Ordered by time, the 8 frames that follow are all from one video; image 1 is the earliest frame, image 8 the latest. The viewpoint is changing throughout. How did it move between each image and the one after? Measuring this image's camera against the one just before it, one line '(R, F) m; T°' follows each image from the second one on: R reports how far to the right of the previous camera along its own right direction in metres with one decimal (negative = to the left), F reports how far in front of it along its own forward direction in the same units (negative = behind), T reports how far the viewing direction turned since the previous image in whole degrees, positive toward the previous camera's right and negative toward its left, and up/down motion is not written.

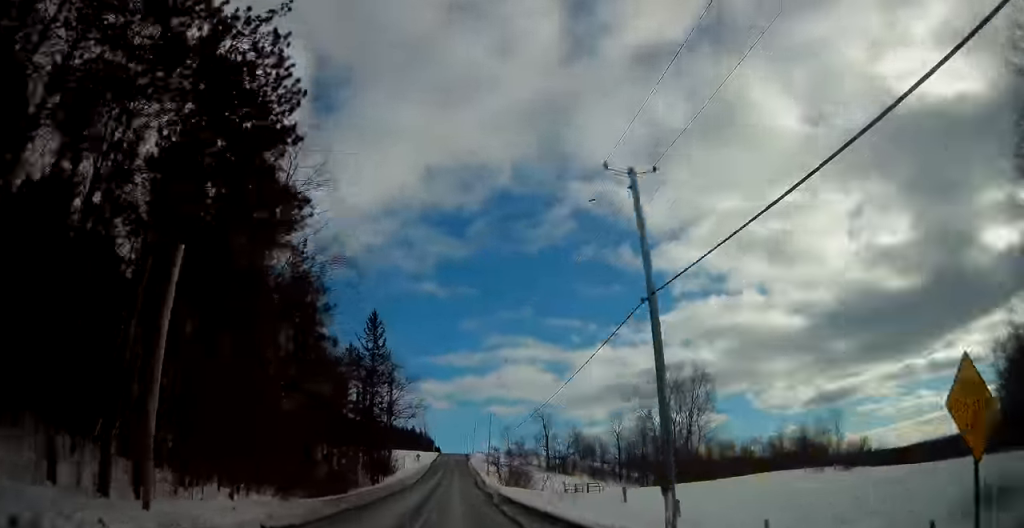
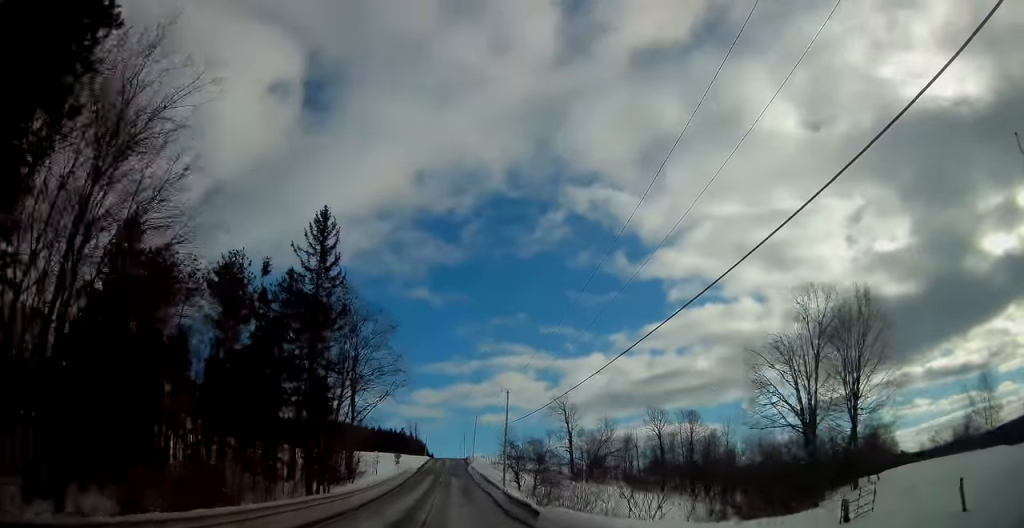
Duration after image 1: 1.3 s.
(+0.2, +32.2) m; 0°
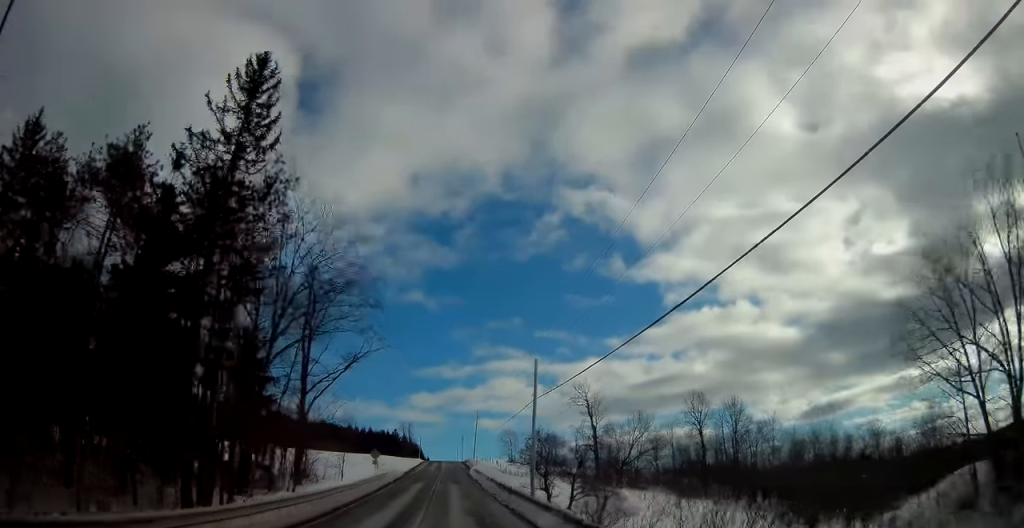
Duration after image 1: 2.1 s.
(0.0, +20.3) m; 0°
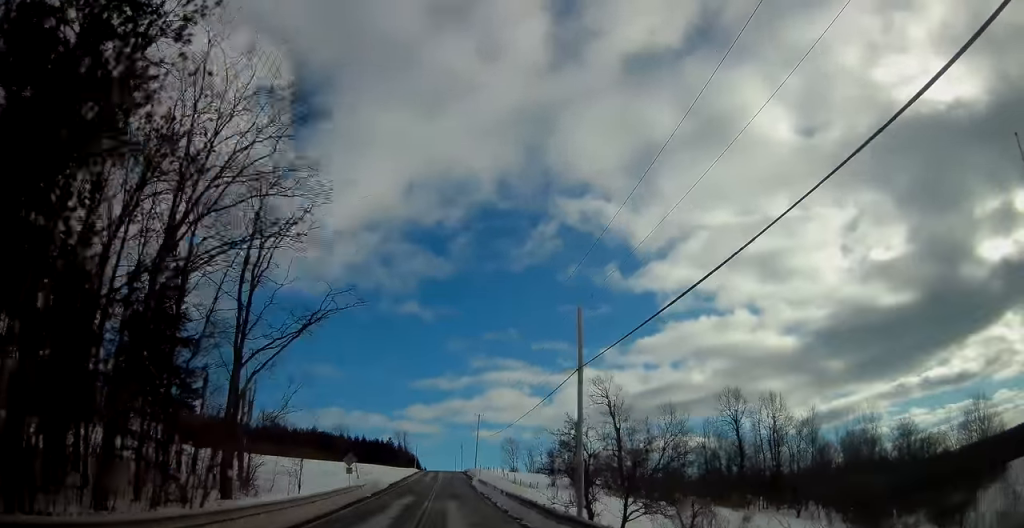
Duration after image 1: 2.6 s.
(-0.1, +13.5) m; 0°
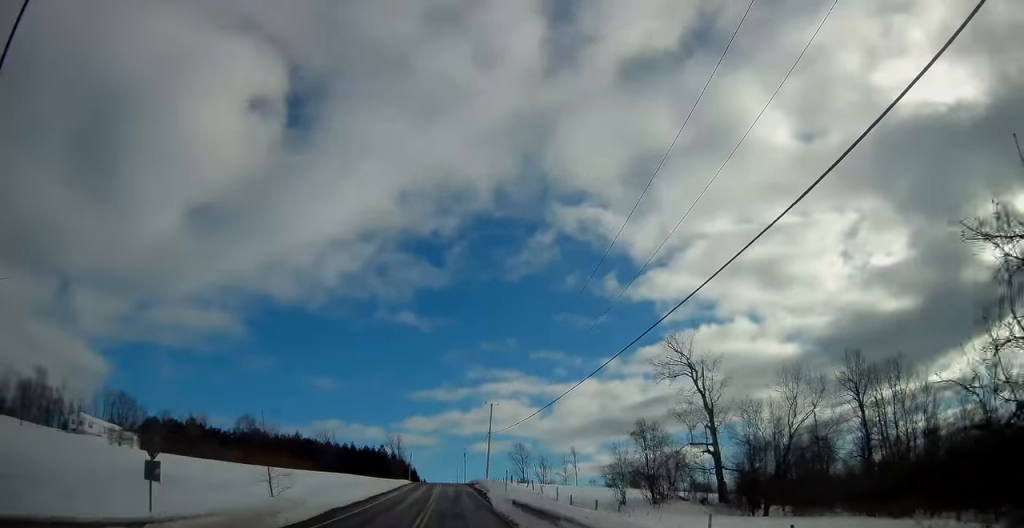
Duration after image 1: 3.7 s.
(+0.2, +27.6) m; 0°
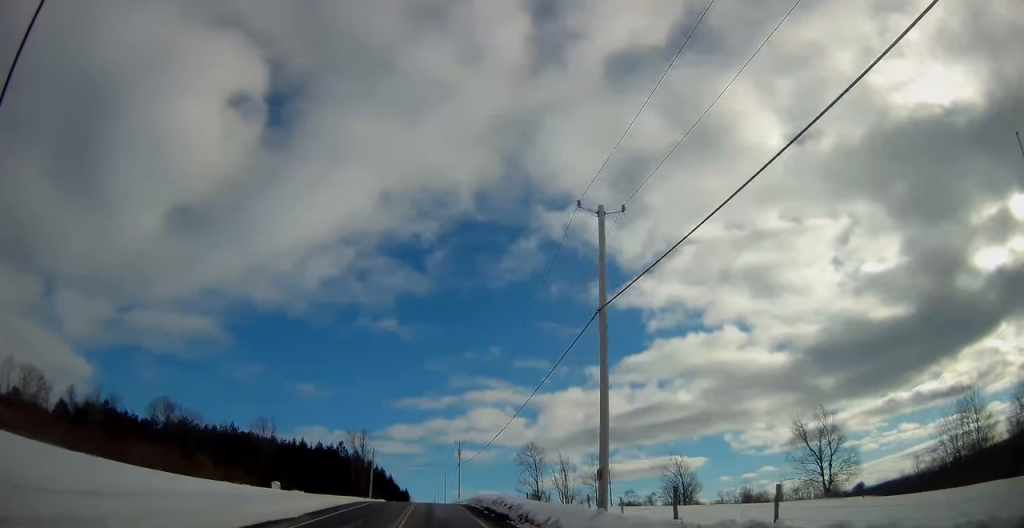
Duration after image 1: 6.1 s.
(-0.1, +53.5) m; +1°
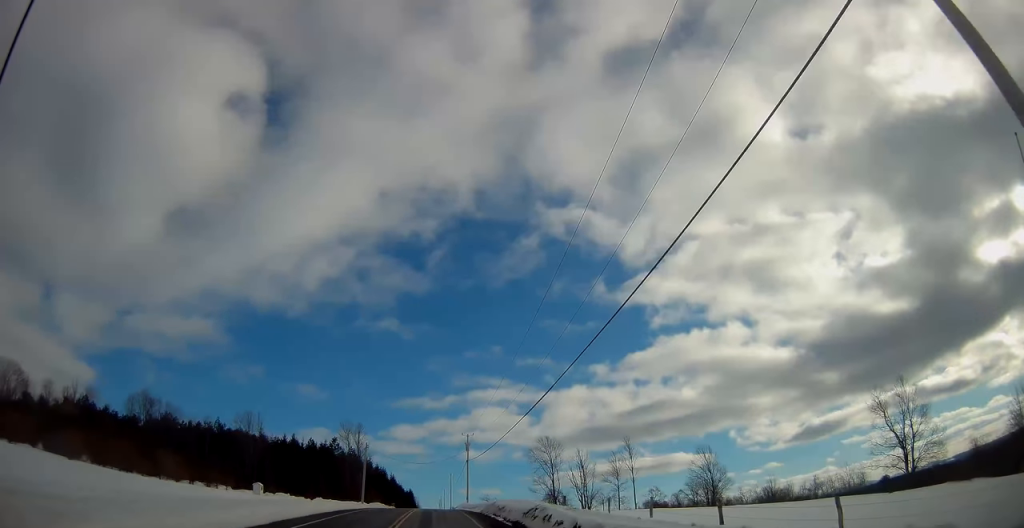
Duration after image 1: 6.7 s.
(0.0, +13.7) m; 0°
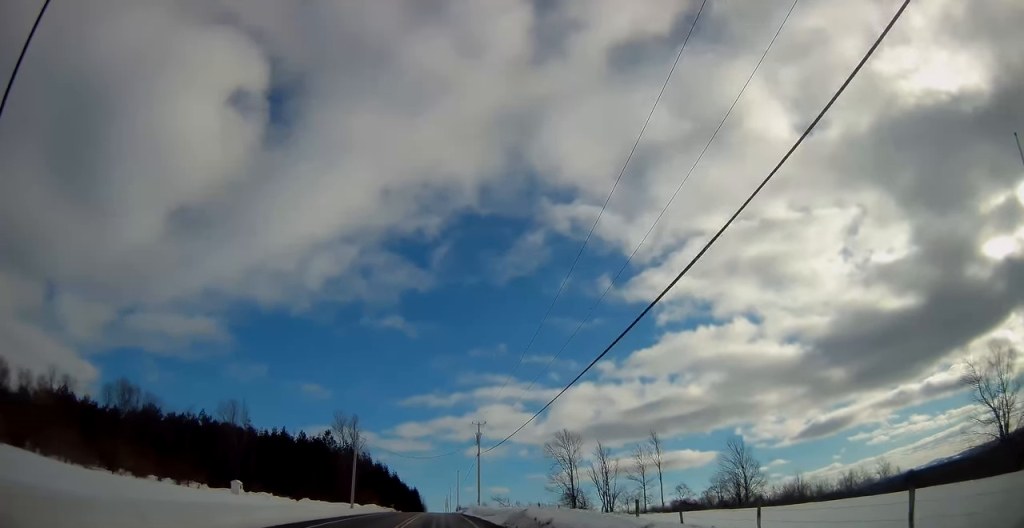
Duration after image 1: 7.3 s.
(+0.2, +12.8) m; 0°
